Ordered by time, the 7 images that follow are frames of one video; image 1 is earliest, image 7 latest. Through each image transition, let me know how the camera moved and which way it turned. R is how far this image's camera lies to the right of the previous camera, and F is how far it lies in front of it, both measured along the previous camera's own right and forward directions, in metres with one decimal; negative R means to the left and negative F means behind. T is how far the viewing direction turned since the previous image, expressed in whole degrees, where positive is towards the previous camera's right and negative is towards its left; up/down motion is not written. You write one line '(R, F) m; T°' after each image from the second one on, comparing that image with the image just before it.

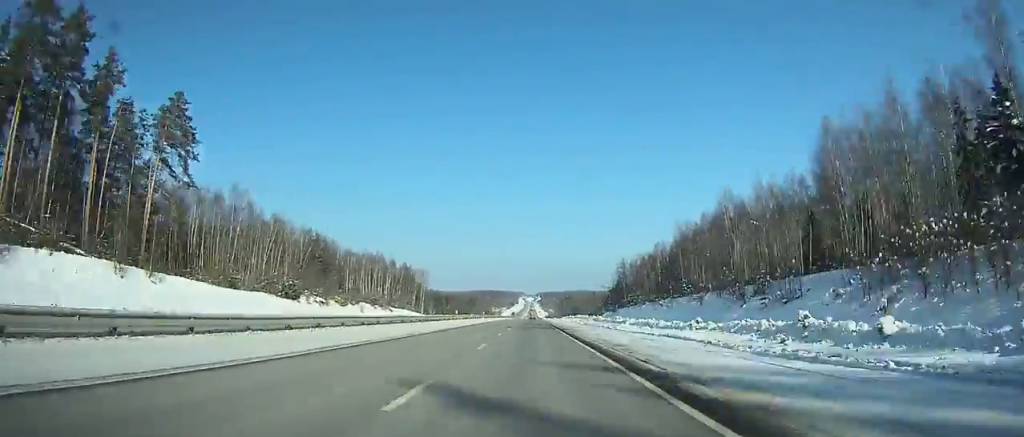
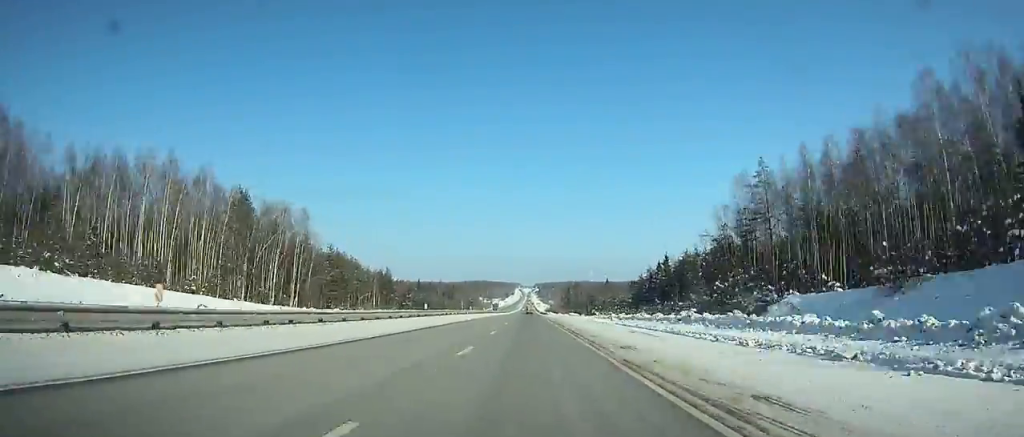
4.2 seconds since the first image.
(+0.4, +124.2) m; 0°
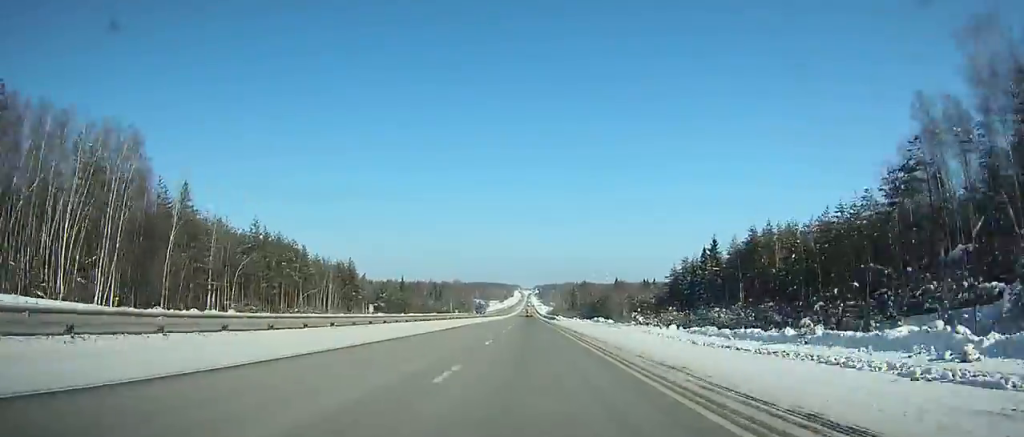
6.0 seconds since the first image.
(0.0, +53.4) m; 0°
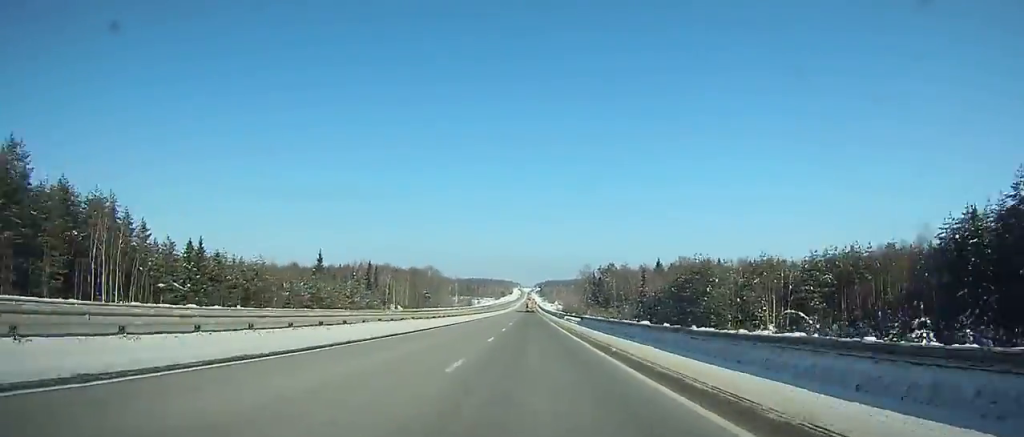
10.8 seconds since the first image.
(-0.5, +142.6) m; 0°
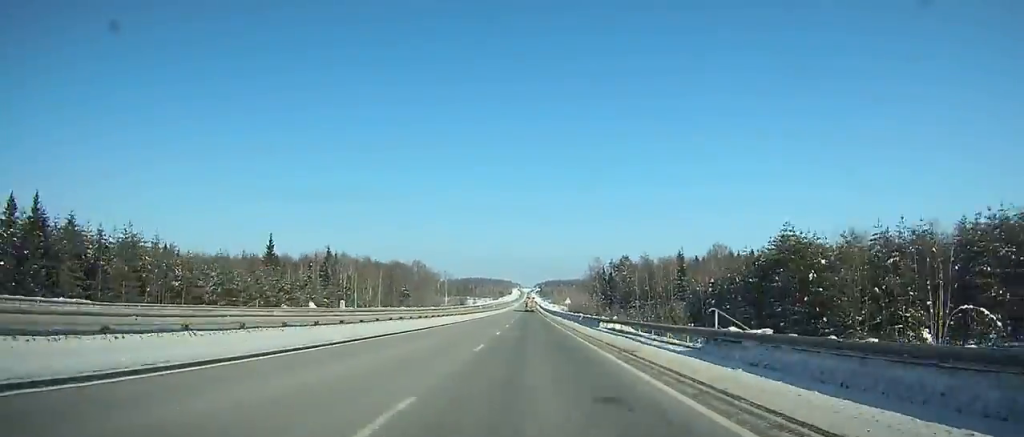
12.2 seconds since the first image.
(0.0, +41.7) m; 0°
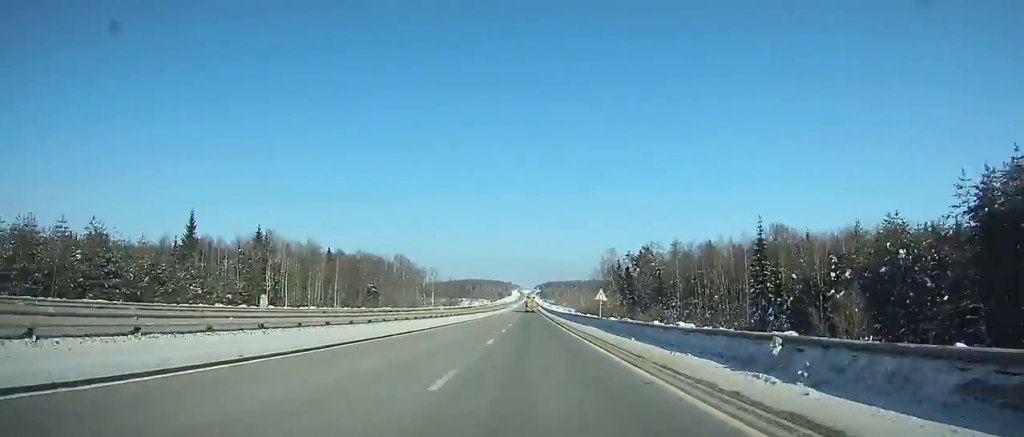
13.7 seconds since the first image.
(-0.1, +44.7) m; 0°
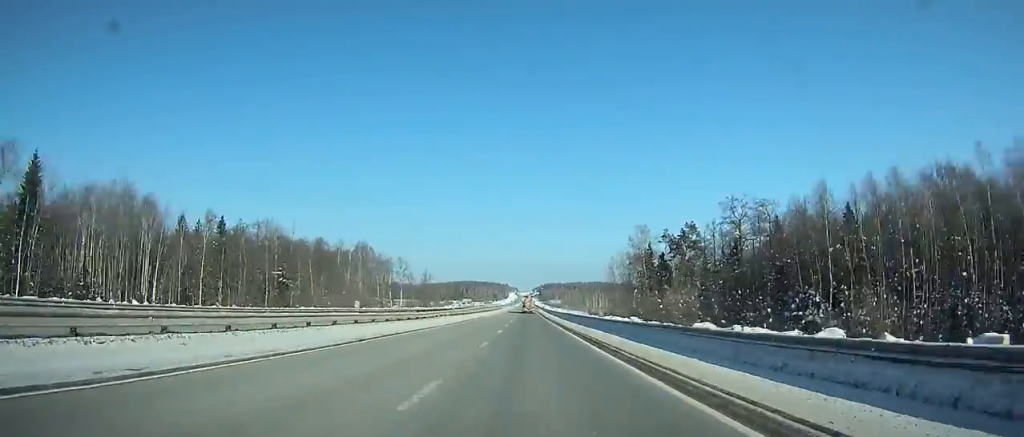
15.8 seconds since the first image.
(+0.1, +62.8) m; 0°
